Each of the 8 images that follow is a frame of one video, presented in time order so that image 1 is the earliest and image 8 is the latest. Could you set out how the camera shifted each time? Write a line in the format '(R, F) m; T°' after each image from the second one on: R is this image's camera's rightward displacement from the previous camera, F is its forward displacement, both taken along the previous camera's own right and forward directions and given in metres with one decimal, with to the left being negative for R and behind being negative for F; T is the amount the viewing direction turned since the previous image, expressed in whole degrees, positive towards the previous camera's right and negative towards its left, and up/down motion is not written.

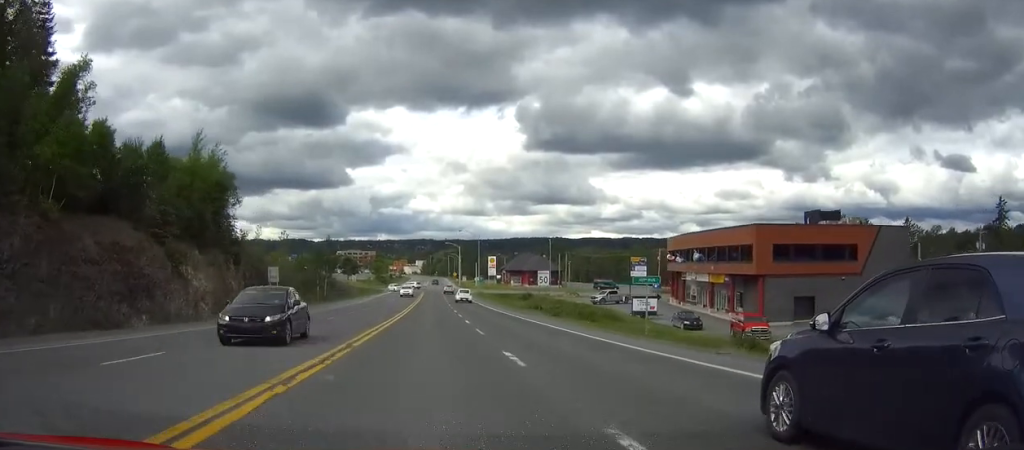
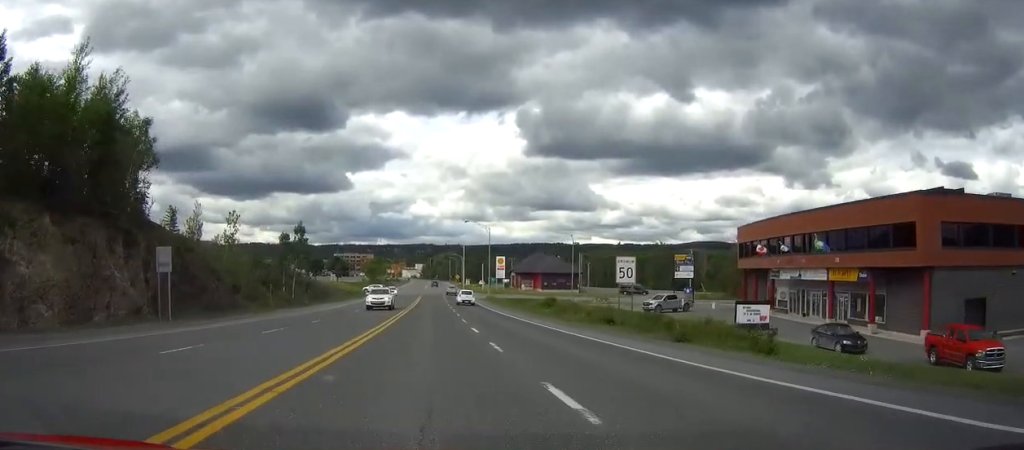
(0.0, +23.6) m; 0°
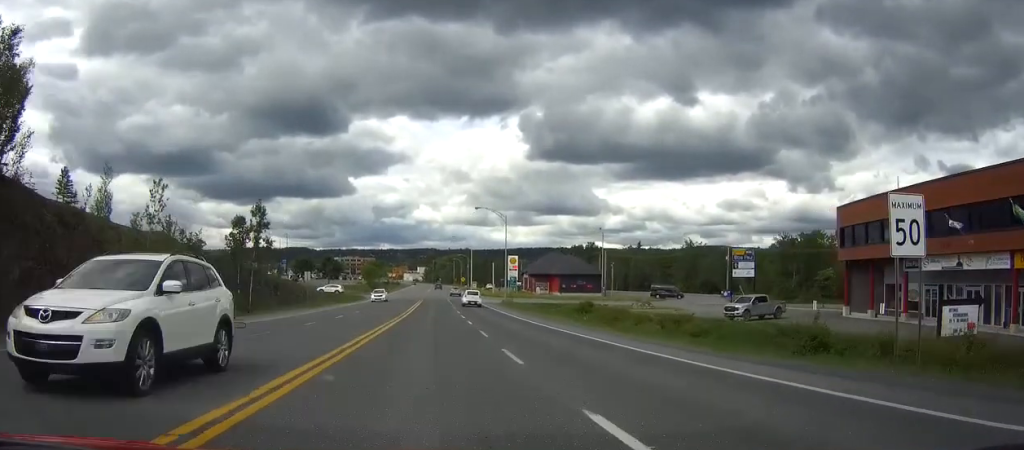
(0.0, +20.0) m; 0°
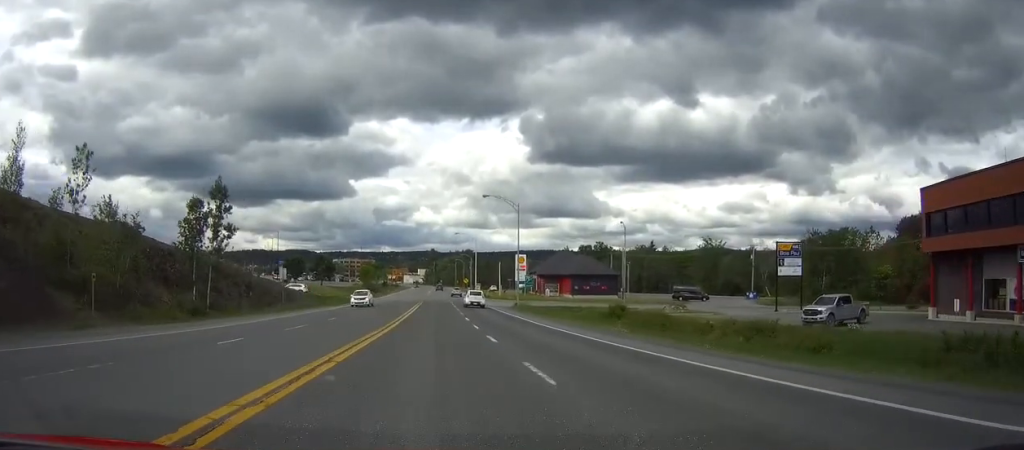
(-0.1, +11.8) m; 0°
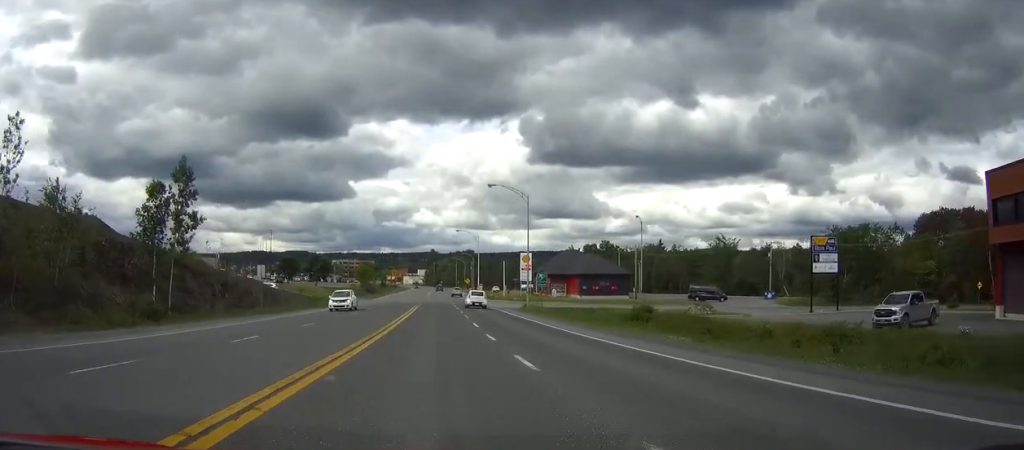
(0.0, +7.5) m; 0°
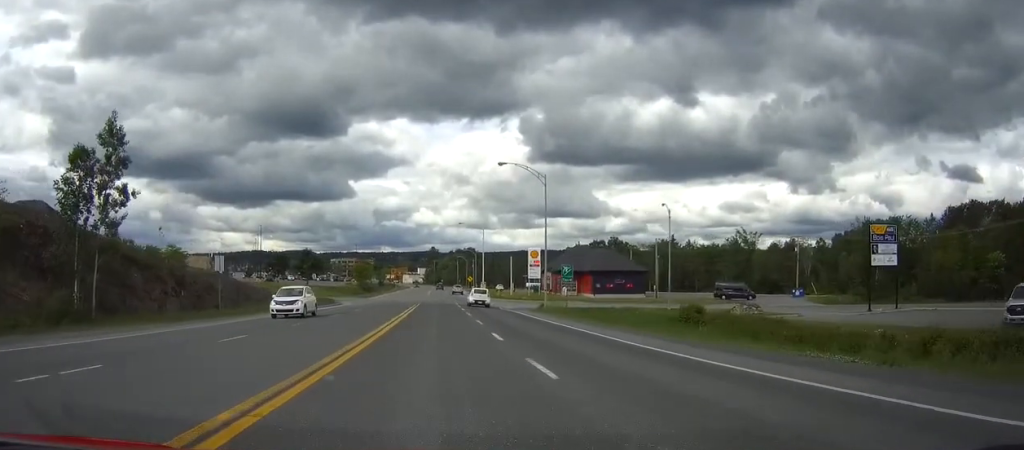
(-0.1, +10.3) m; 0°
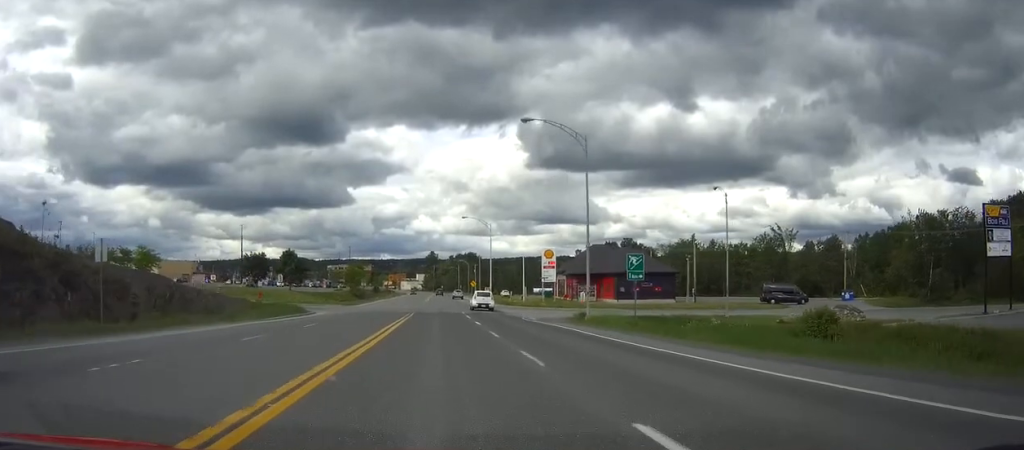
(+0.2, +15.6) m; 0°
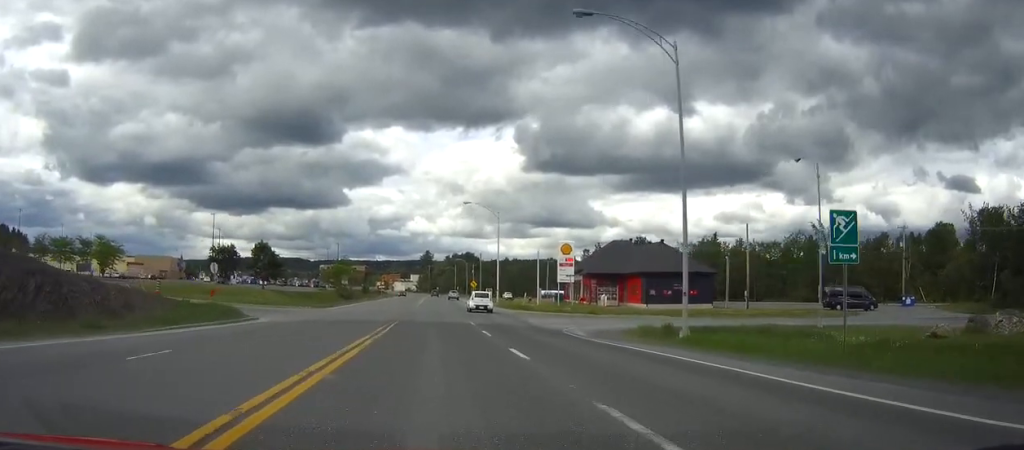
(-0.1, +16.4) m; 0°
